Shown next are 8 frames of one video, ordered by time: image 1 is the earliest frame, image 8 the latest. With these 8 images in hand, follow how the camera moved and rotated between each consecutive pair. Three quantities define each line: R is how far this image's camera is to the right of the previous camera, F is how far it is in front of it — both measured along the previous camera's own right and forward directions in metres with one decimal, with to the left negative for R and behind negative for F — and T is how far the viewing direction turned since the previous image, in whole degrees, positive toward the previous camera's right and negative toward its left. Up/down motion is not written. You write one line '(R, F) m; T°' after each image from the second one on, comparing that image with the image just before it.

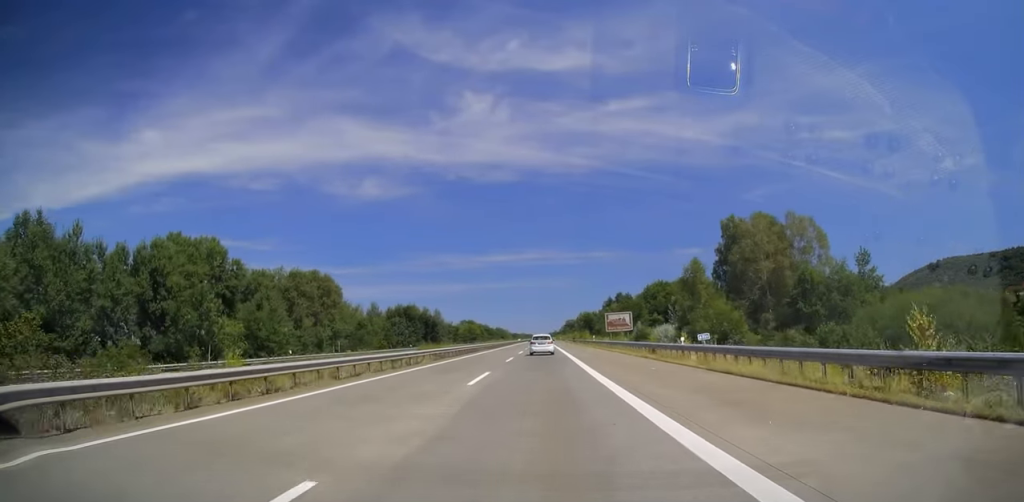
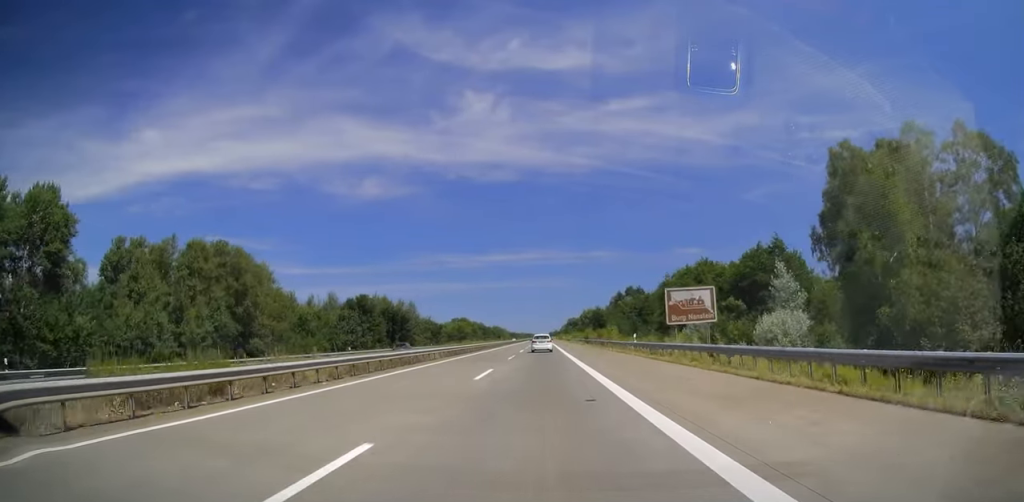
(0.0, +34.0) m; 0°
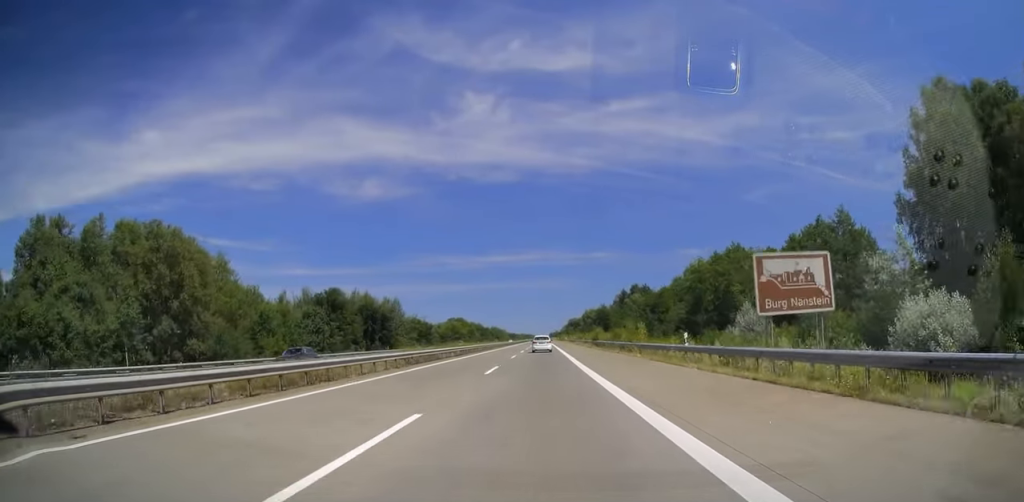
(-0.1, +14.9) m; 0°
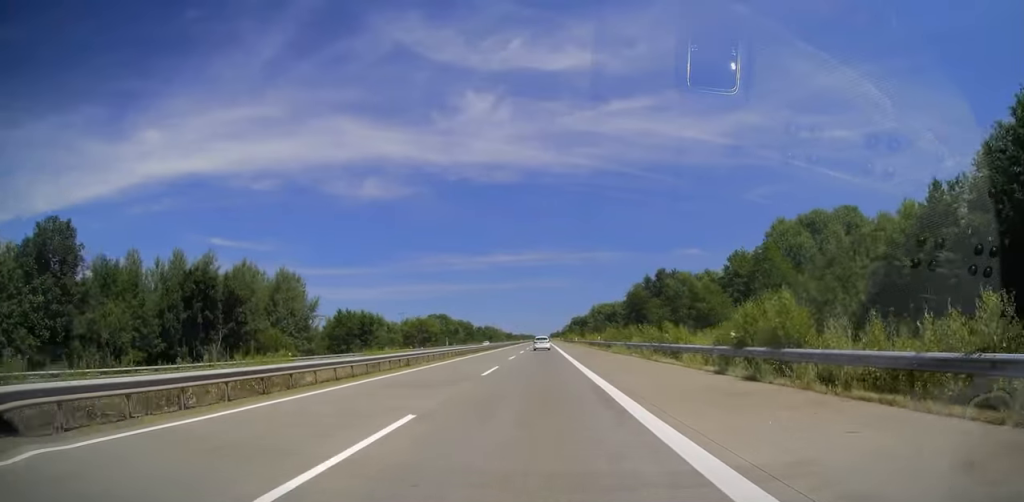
(+0.1, +55.1) m; -1°
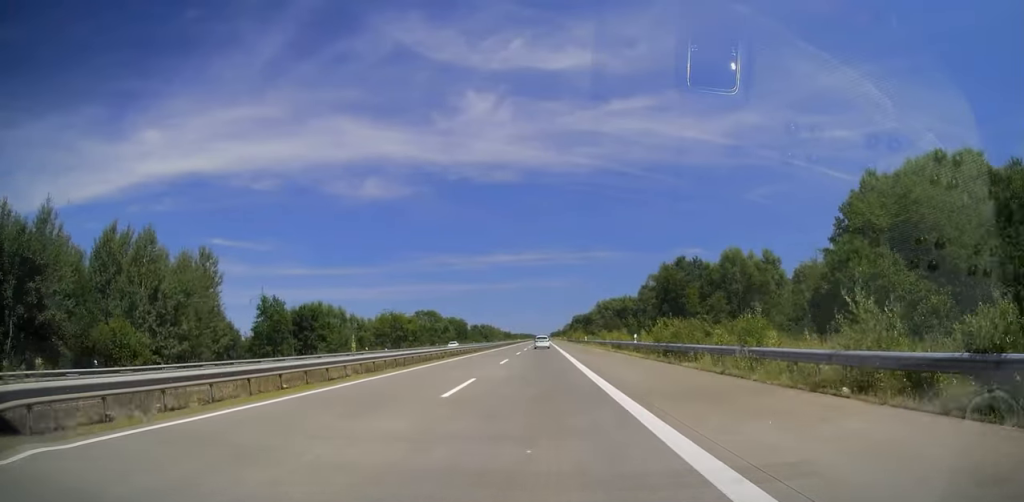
(-0.1, +26.8) m; 0°
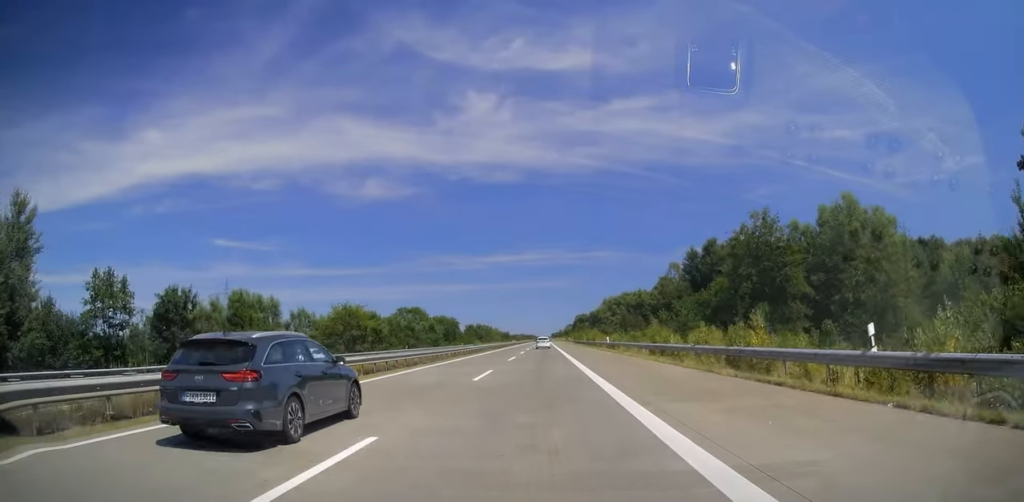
(+0.3, +29.9) m; 0°
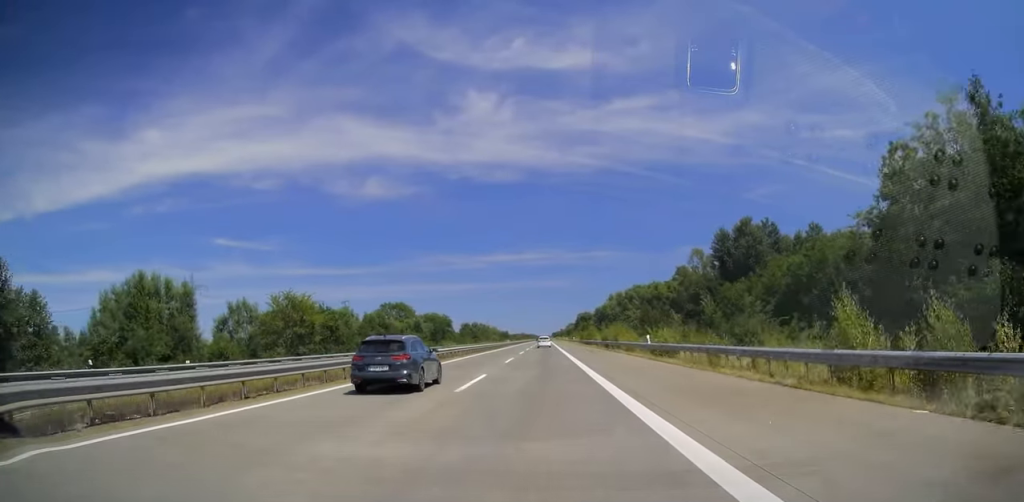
(0.0, +22.7) m; 0°
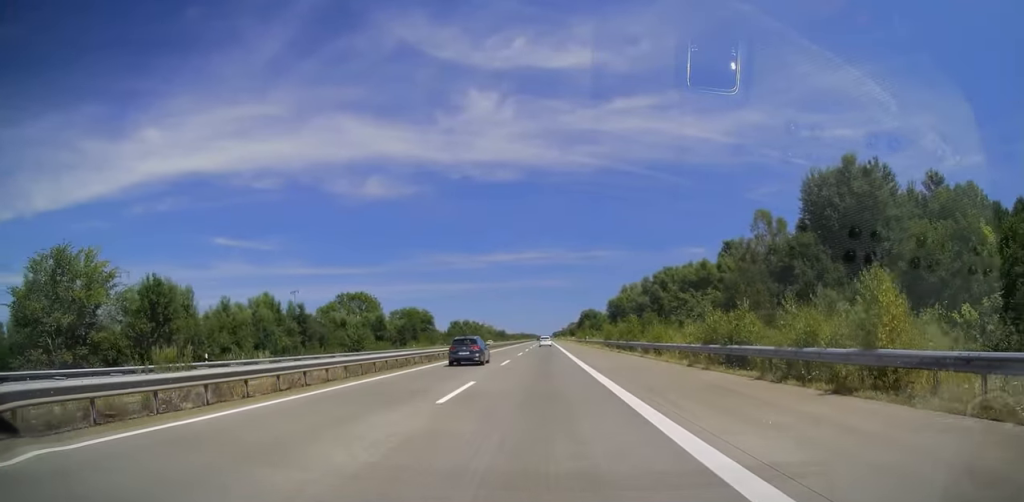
(-0.4, +40.2) m; -1°
